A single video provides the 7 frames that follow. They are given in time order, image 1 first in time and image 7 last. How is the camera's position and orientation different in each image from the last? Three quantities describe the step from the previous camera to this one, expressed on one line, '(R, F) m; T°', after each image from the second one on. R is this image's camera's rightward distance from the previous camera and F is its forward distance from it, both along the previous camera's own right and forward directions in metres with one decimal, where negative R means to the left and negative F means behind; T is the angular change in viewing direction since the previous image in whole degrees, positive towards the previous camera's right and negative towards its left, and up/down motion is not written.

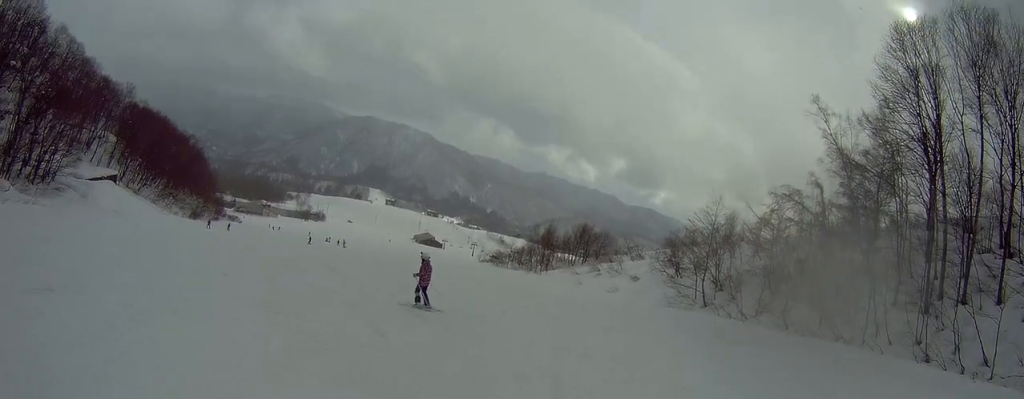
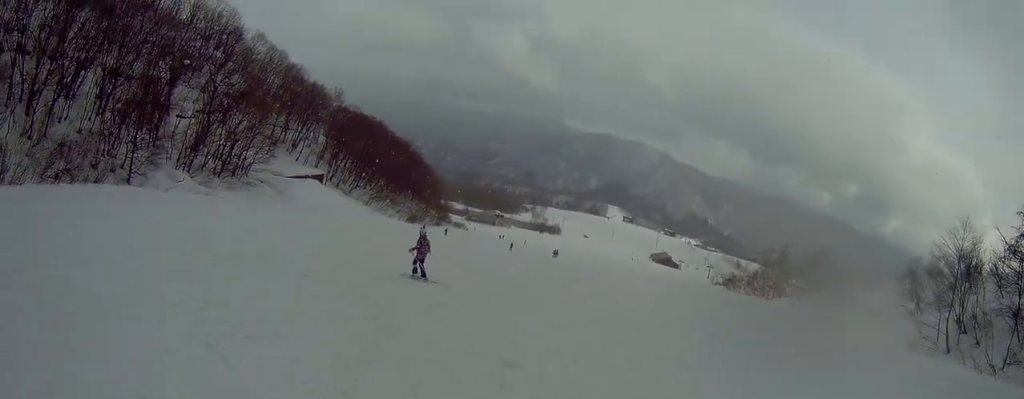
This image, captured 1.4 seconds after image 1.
(-0.5, +6.6) m; -1°
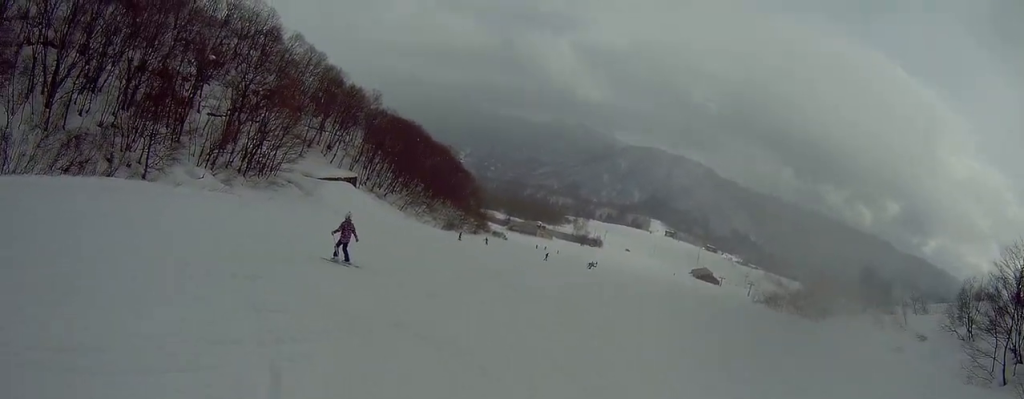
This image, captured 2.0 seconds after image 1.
(+0.5, +3.3) m; -1°
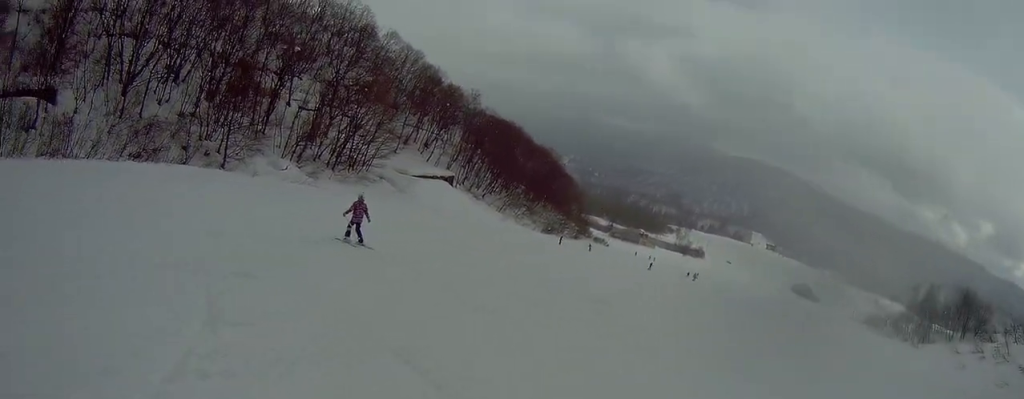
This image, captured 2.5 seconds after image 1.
(-0.3, +2.4) m; -17°
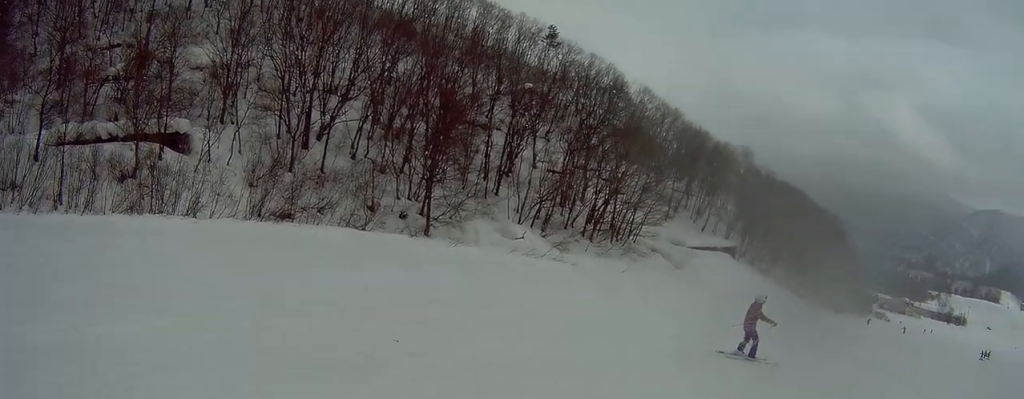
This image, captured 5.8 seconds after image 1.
(-11.0, +10.4) m; -49°
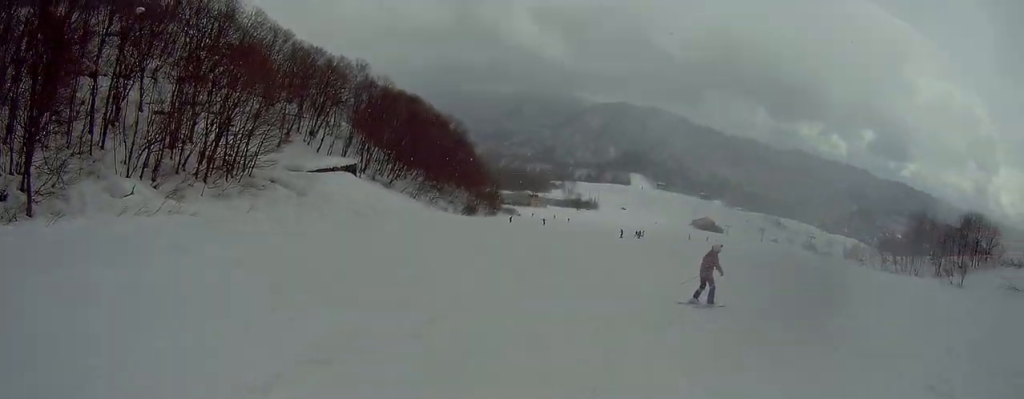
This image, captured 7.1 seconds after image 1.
(+1.9, +5.5) m; +49°
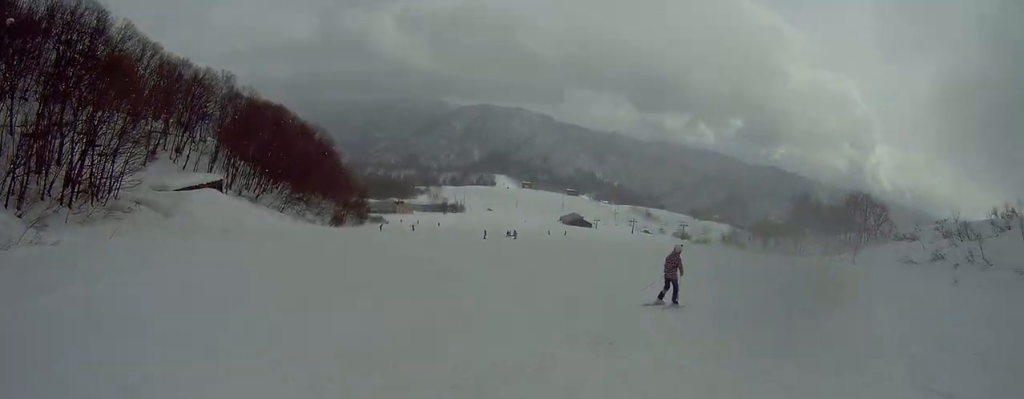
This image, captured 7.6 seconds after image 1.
(+0.8, +1.9) m; +2°
